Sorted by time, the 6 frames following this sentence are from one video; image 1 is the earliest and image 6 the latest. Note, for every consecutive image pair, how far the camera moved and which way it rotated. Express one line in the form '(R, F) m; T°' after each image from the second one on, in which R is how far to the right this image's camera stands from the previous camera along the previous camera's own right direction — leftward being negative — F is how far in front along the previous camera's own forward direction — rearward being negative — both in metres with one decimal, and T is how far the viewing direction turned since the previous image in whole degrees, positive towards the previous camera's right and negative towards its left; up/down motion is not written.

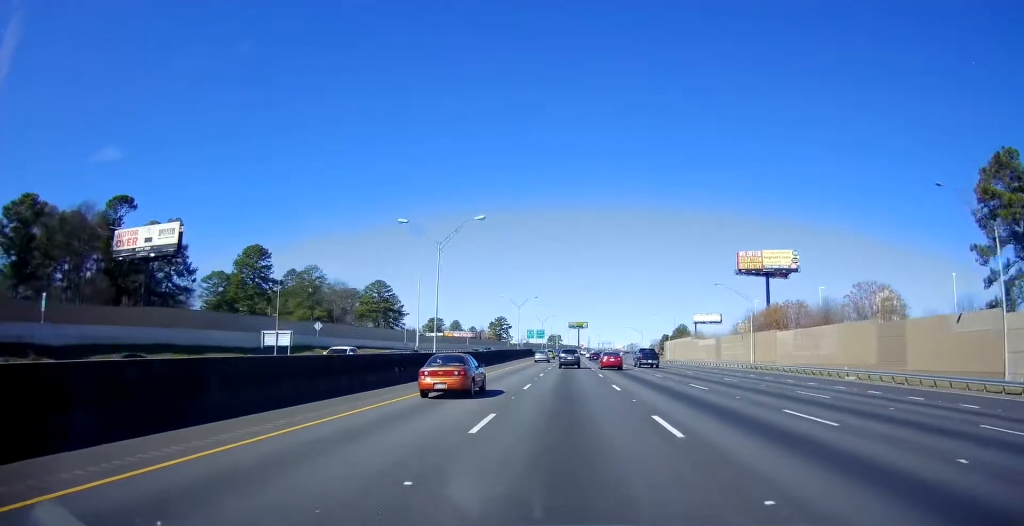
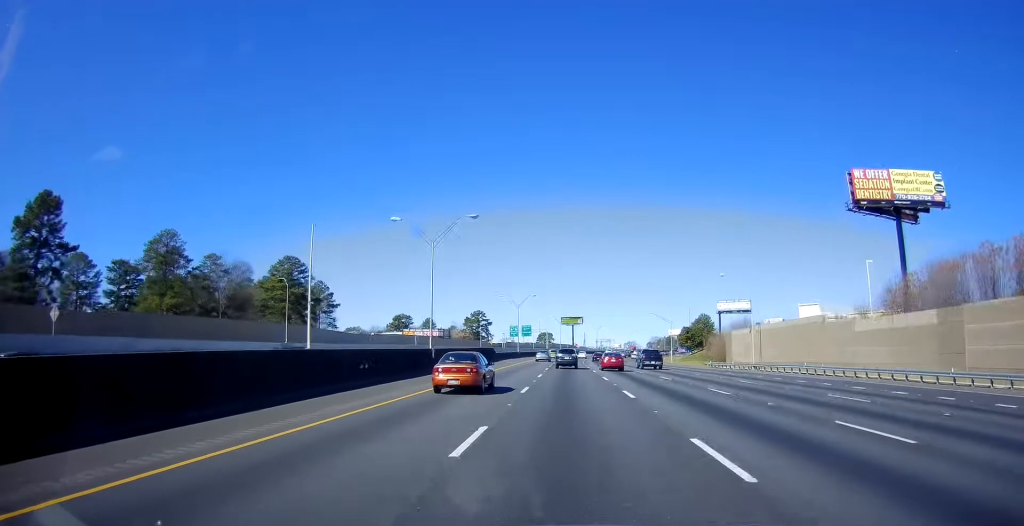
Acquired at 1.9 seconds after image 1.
(-0.2, +63.7) m; -1°
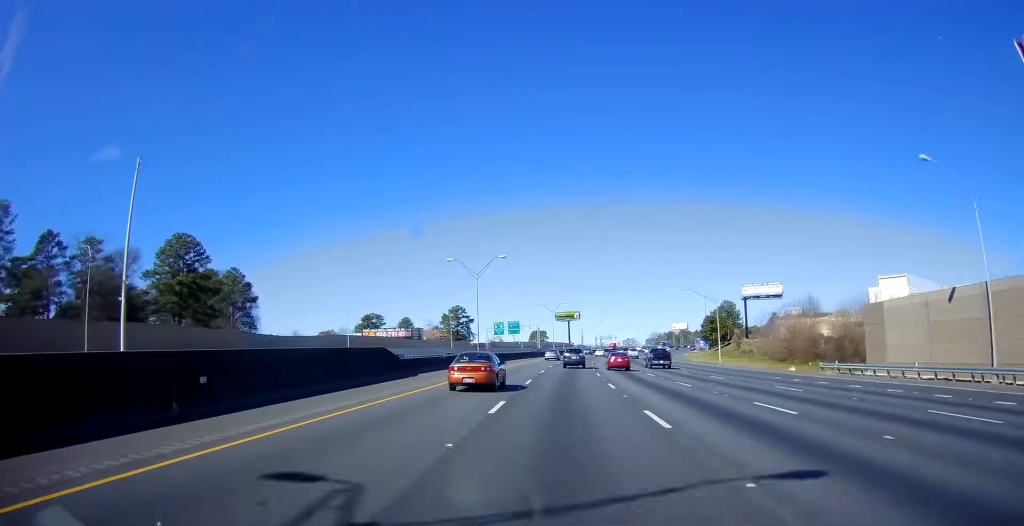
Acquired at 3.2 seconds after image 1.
(-0.3, +43.6) m; 0°
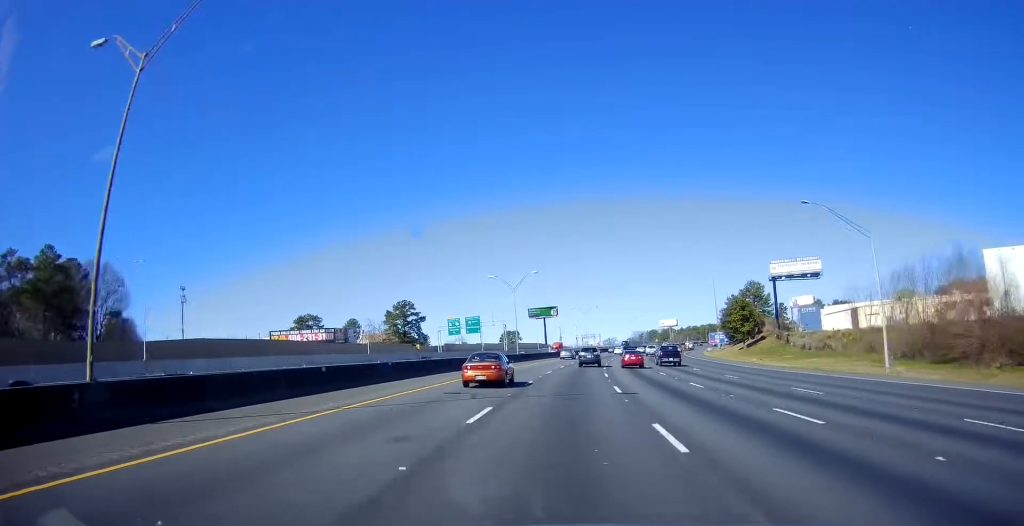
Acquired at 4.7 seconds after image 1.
(+0.2, +51.8) m; +1°
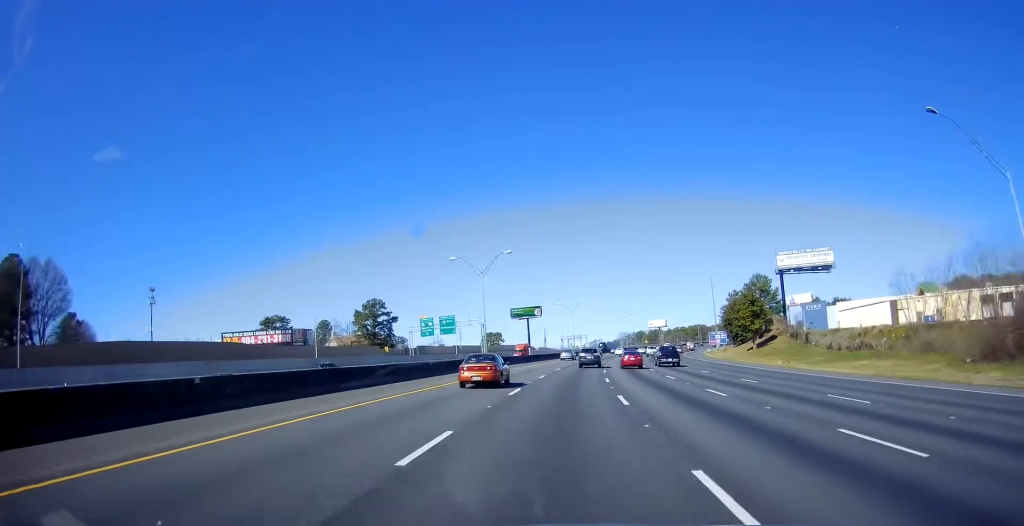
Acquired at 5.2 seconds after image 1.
(0.0, +16.7) m; 0°
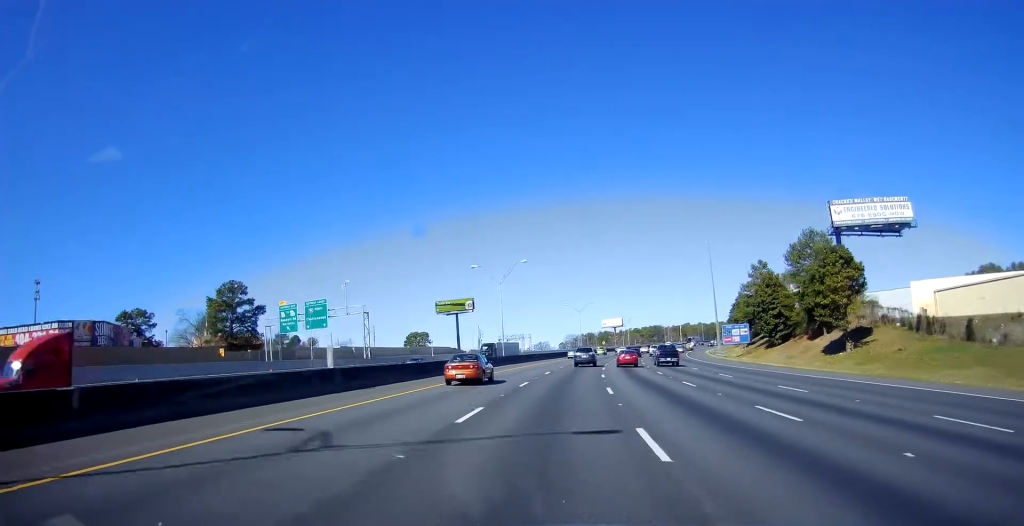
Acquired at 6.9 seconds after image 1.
(+1.5, +56.3) m; +4°
